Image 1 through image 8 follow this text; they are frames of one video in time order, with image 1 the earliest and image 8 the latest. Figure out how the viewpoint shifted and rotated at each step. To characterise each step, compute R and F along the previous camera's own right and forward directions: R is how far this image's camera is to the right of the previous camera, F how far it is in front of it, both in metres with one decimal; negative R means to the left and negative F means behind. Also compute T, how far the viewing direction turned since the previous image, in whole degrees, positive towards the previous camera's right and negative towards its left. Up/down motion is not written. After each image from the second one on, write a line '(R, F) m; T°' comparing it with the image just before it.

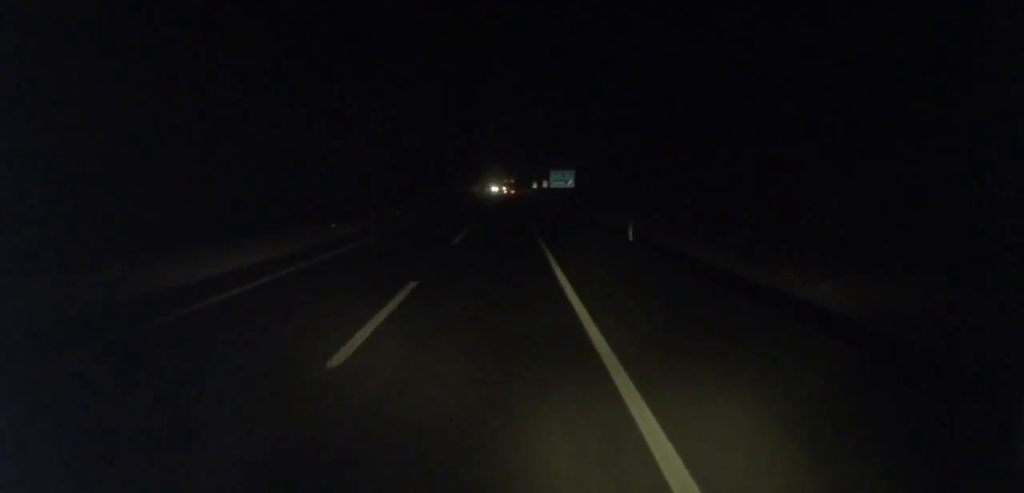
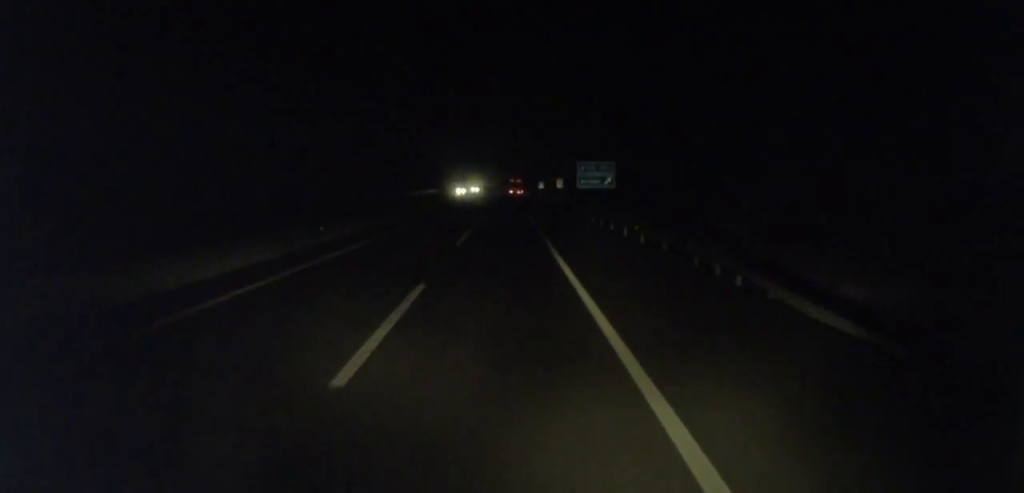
(-0.1, +34.7) m; 0°
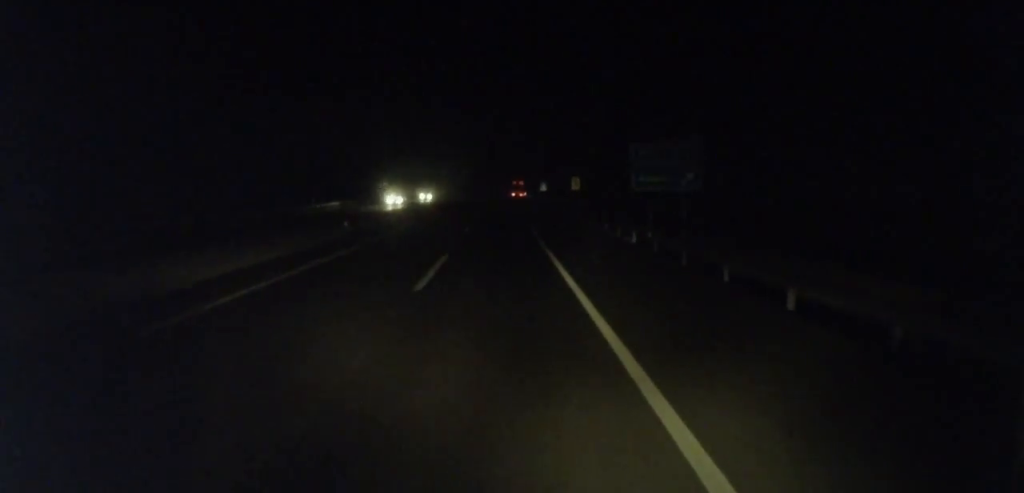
(+0.2, +27.5) m; 0°
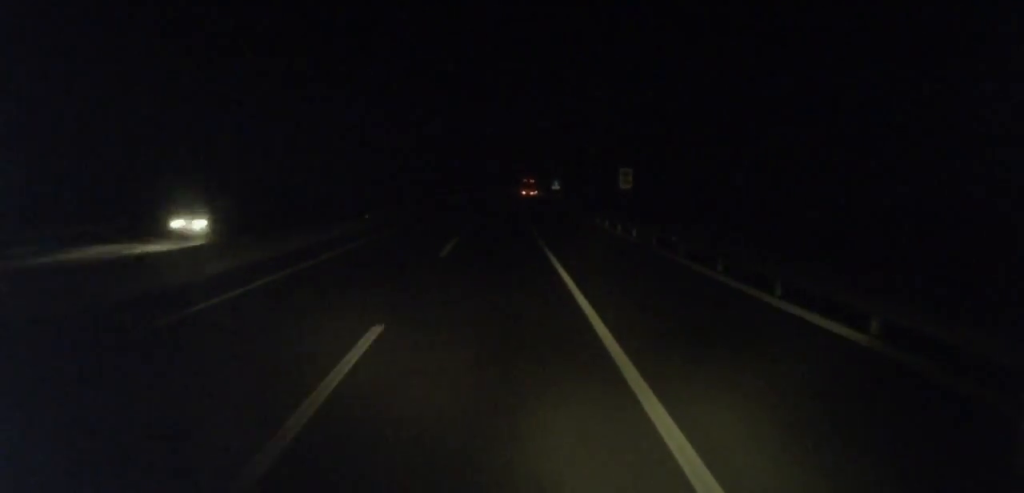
(+0.2, +27.5) m; 0°
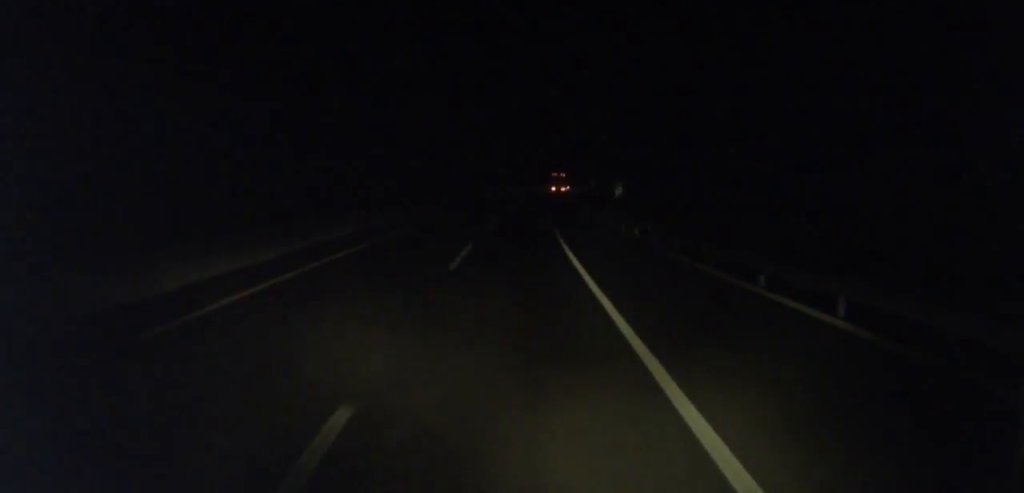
(+2.0, +120.6) m; +4°
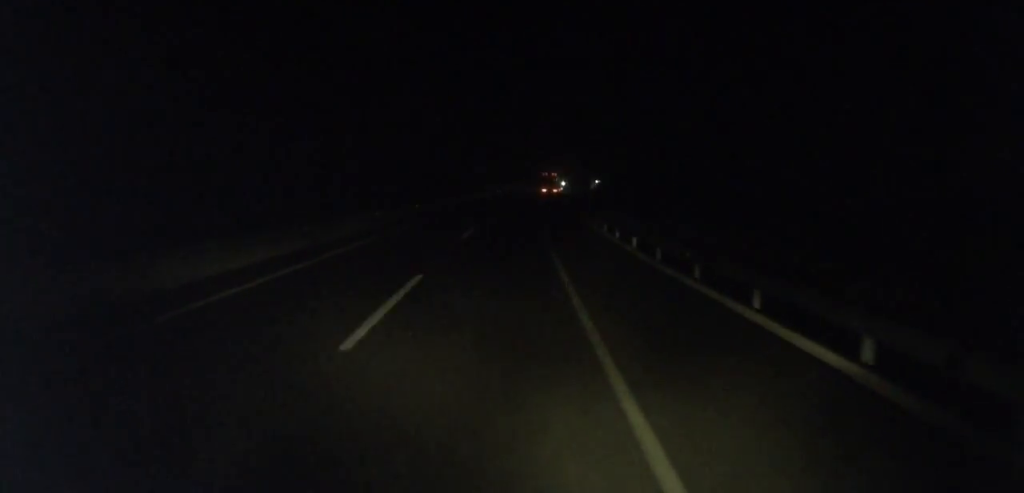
(+2.9, +74.2) m; +5°
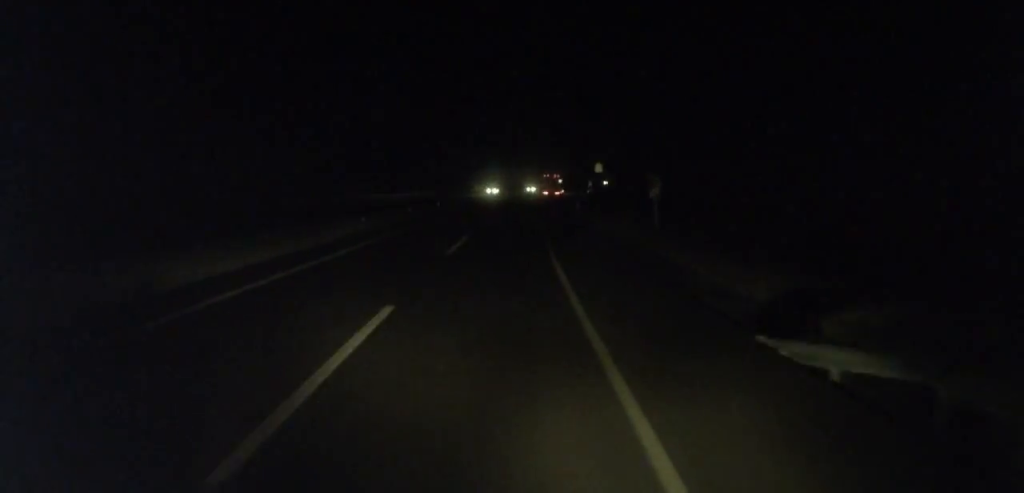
(+1.1, +37.7) m; +2°
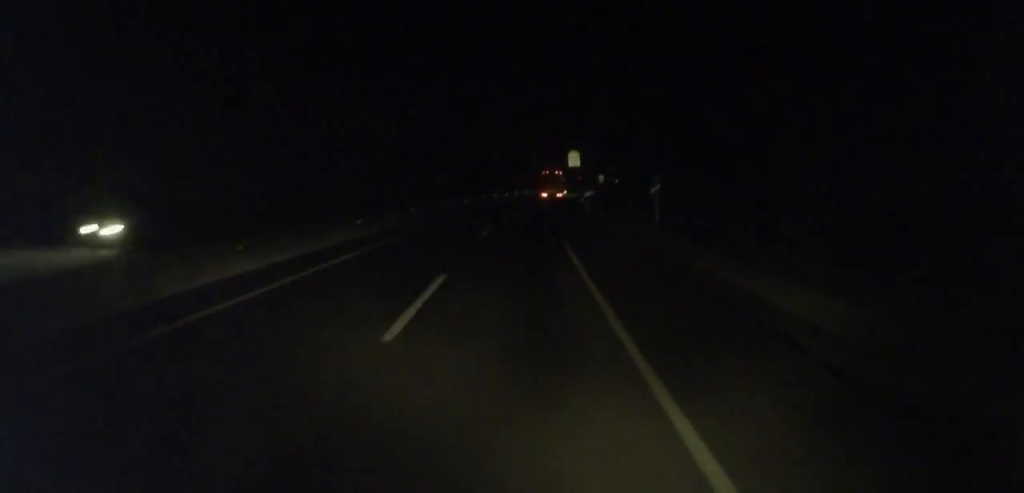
(+3.9, +94.1) m; +6°
